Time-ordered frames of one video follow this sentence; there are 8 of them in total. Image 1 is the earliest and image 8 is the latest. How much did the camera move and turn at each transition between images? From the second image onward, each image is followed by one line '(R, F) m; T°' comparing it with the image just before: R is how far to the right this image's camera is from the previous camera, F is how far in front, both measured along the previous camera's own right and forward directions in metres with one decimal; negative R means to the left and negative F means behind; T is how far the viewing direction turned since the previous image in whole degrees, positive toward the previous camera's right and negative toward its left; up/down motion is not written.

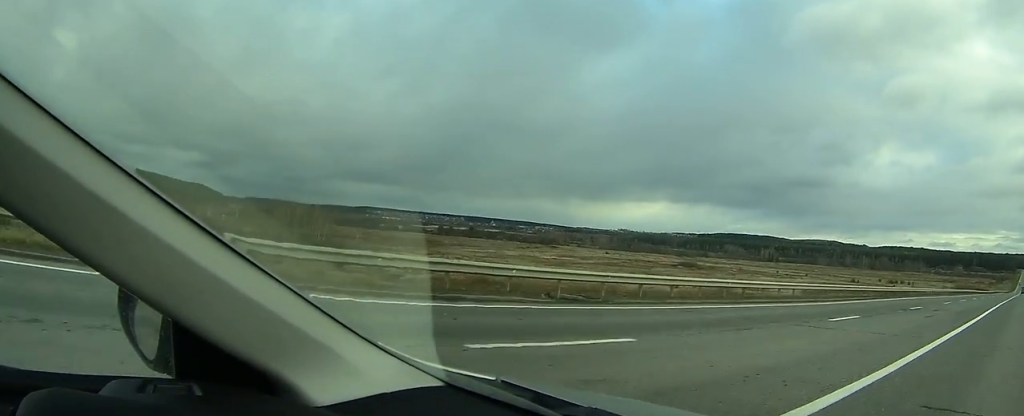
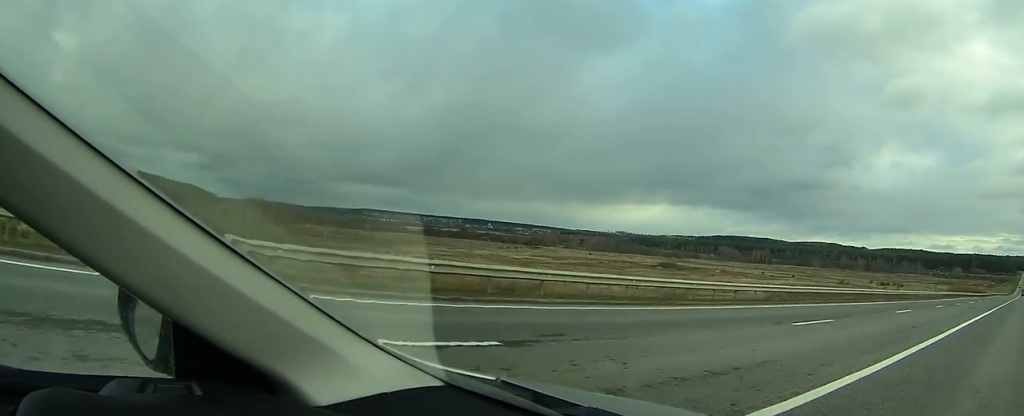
(0.0, +26.4) m; 0°
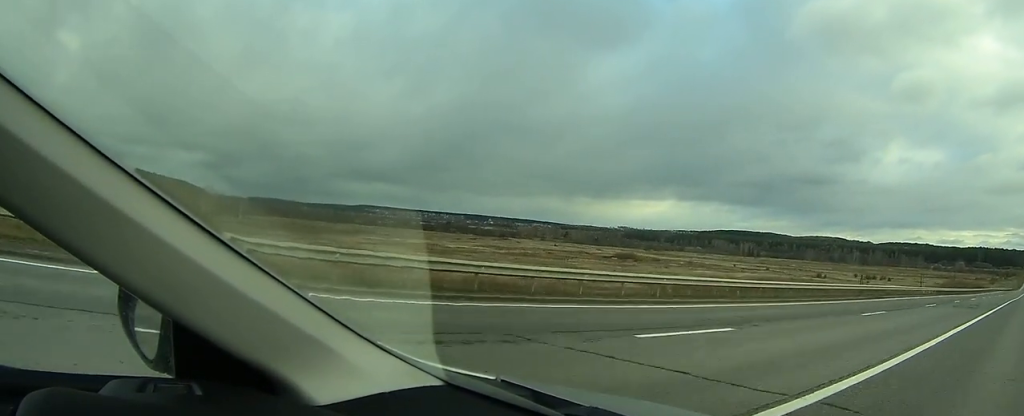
(-0.1, +54.8) m; 0°
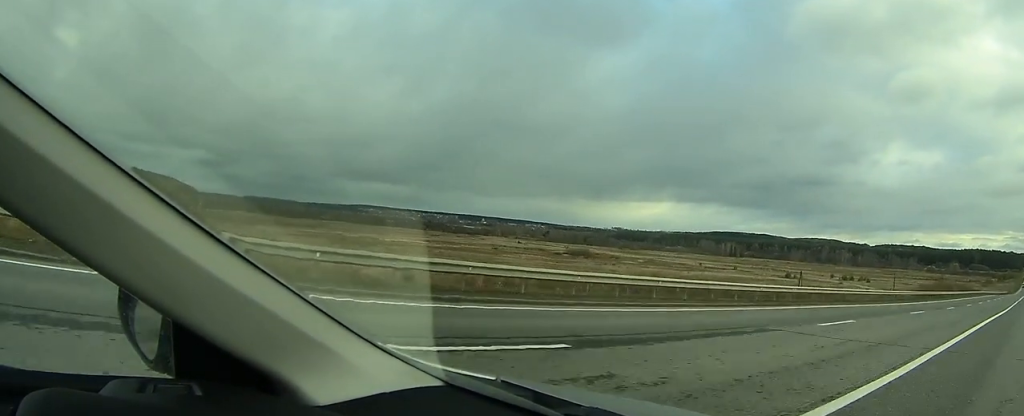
(-0.2, +40.6) m; 0°
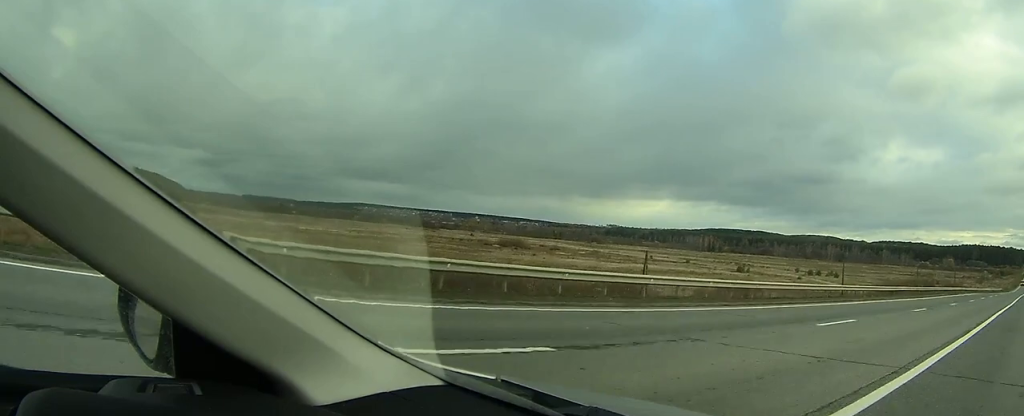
(-0.1, +48.8) m; 0°
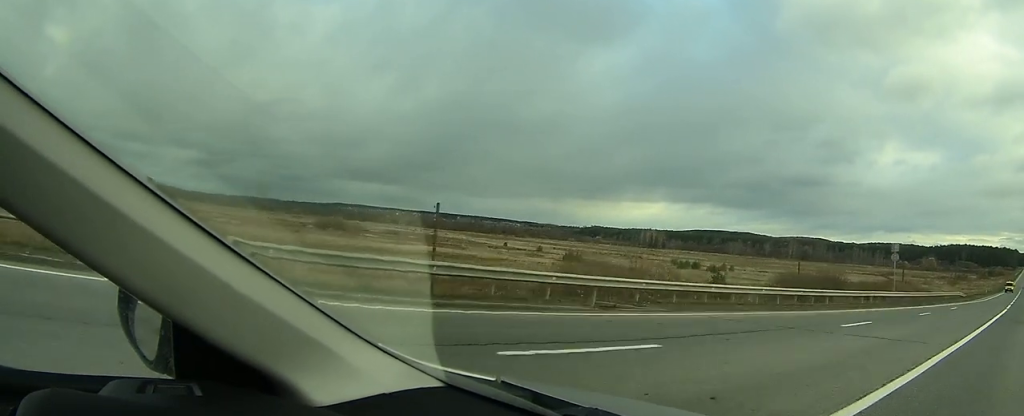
(+0.2, +93.9) m; 0°
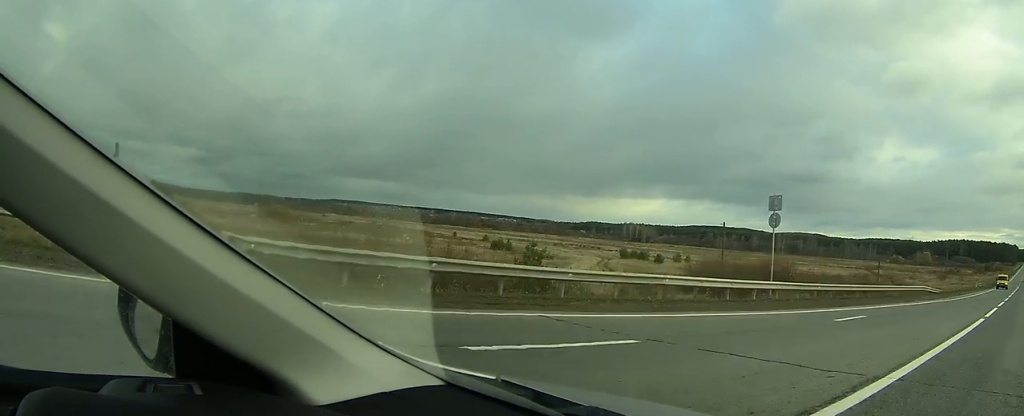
(+0.1, +24.6) m; 0°
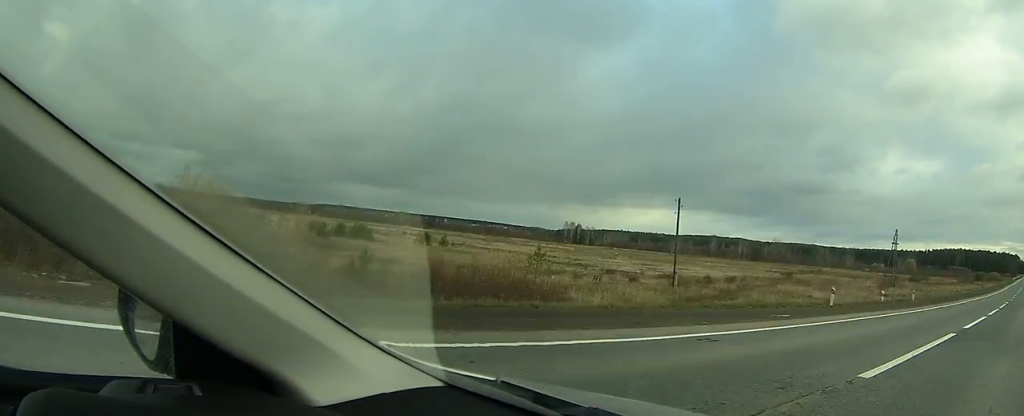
(0.0, +77.9) m; 0°
